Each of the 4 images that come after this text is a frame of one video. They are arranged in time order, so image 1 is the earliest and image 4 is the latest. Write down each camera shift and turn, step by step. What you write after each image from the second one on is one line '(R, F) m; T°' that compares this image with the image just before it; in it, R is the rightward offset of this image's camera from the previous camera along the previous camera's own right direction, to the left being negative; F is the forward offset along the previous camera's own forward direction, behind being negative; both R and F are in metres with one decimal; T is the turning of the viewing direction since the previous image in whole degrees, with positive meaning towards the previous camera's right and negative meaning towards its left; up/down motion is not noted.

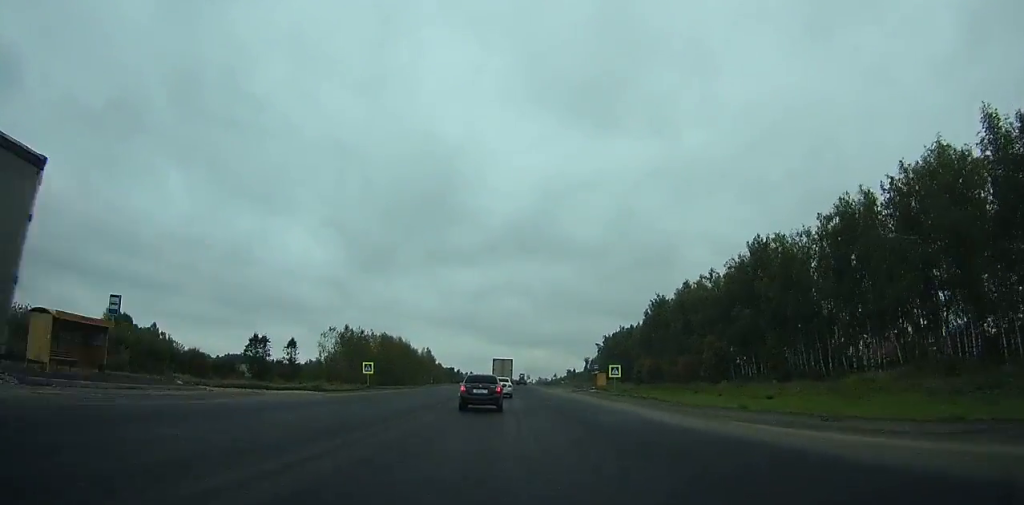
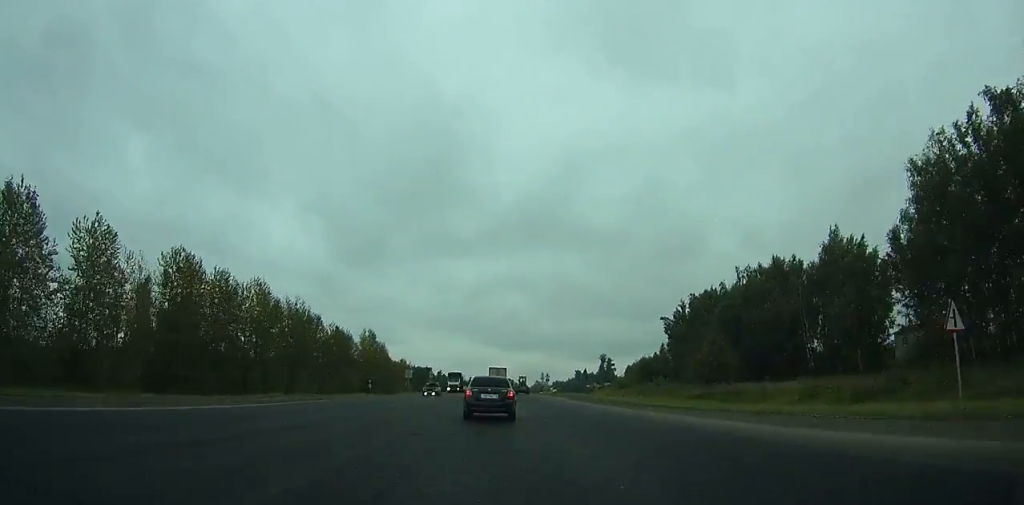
(+0.8, +122.1) m; +1°
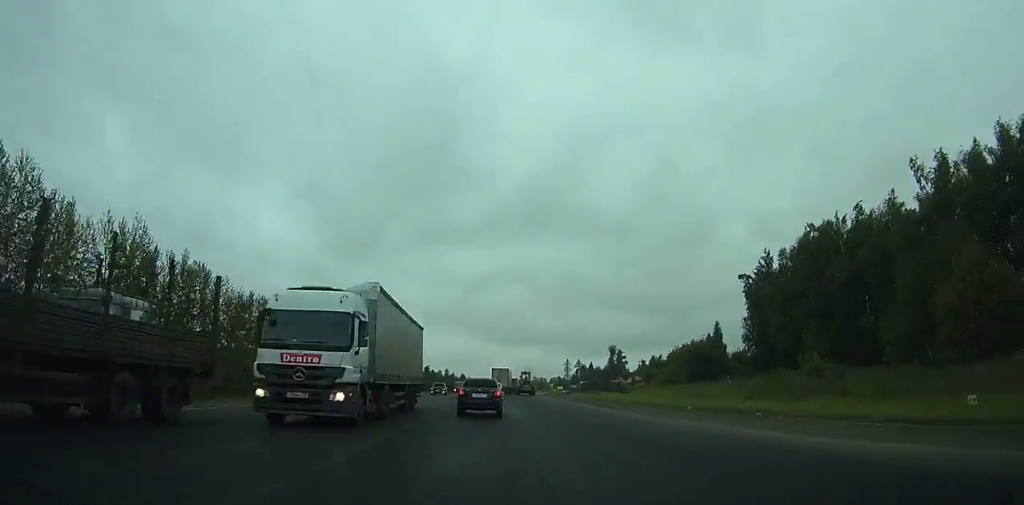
(+0.1, +54.4) m; 0°
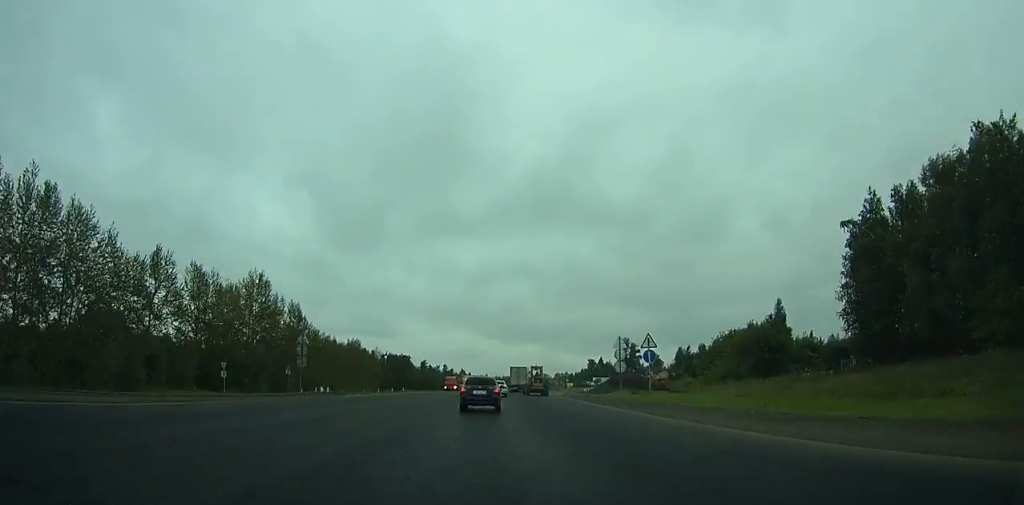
(0.0, +32.2) m; 0°
